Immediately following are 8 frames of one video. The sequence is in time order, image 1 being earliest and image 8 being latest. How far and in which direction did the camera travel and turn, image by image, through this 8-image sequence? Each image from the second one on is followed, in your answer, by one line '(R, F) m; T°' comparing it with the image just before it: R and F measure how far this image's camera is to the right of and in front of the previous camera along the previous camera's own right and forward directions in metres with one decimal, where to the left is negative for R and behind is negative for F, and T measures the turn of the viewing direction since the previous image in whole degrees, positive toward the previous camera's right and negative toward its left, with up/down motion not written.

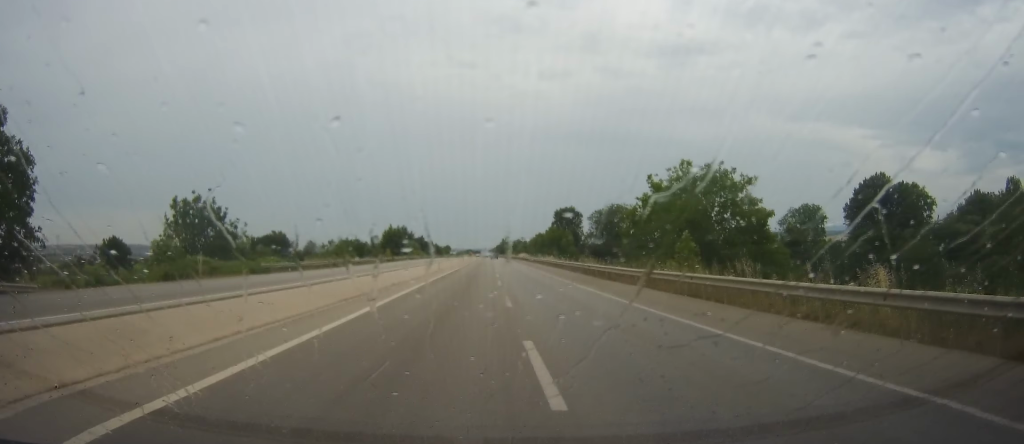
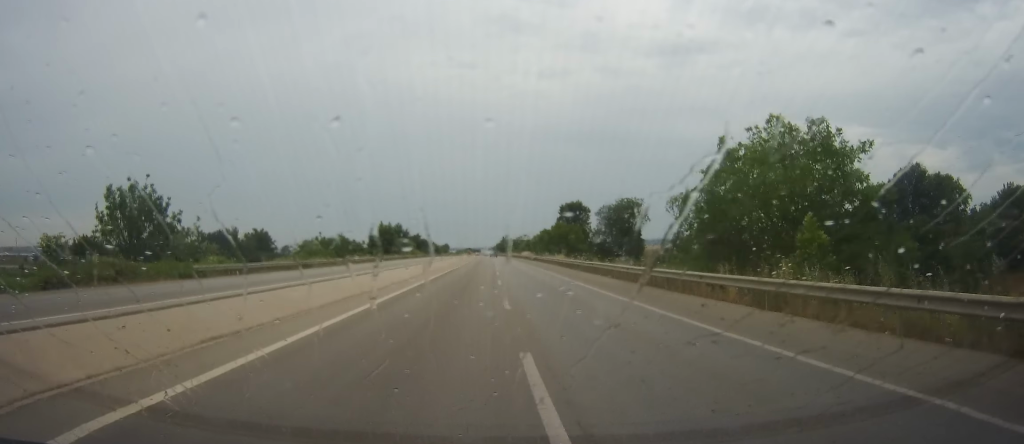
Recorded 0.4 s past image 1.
(0.0, +13.6) m; 0°
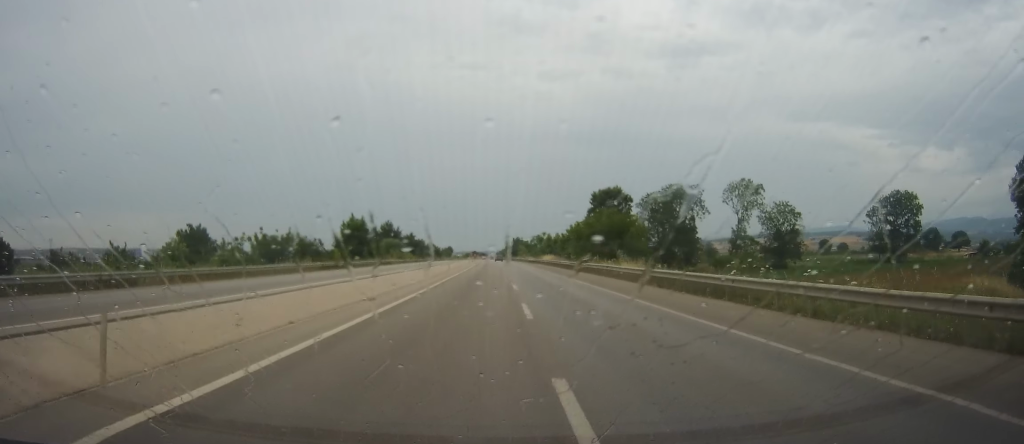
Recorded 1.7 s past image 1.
(-0.4, +36.7) m; -1°
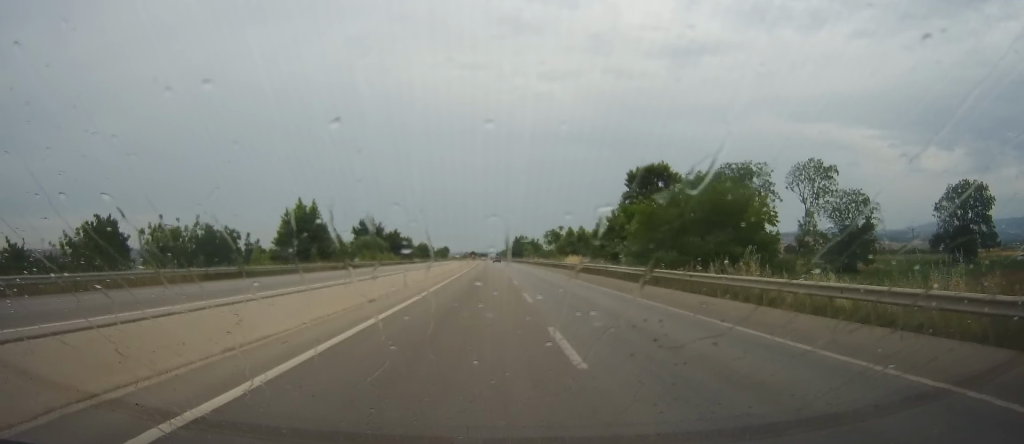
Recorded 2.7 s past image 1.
(+0.1, +30.2) m; +1°
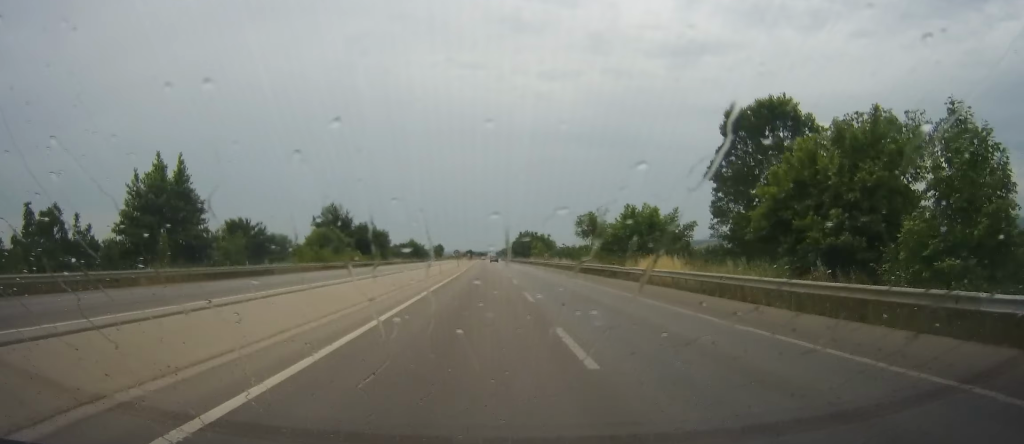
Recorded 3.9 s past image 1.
(+0.3, +36.2) m; 0°
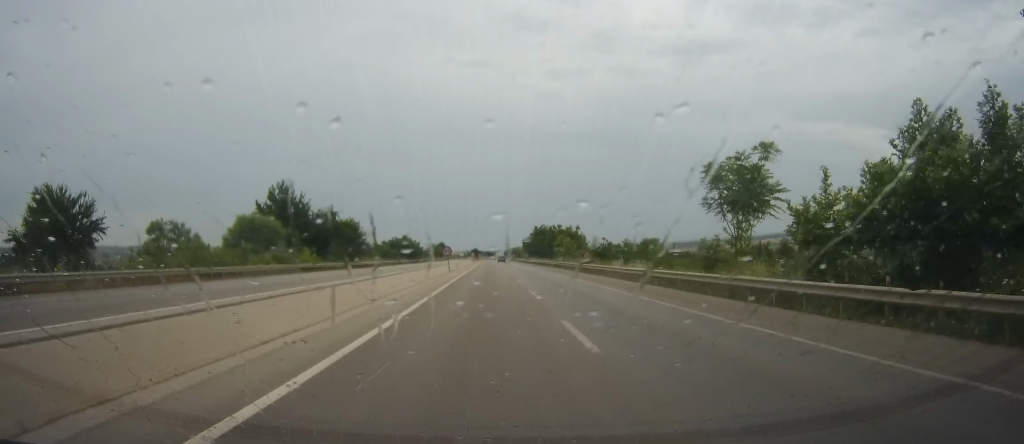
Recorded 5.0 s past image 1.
(0.0, +34.3) m; -1°
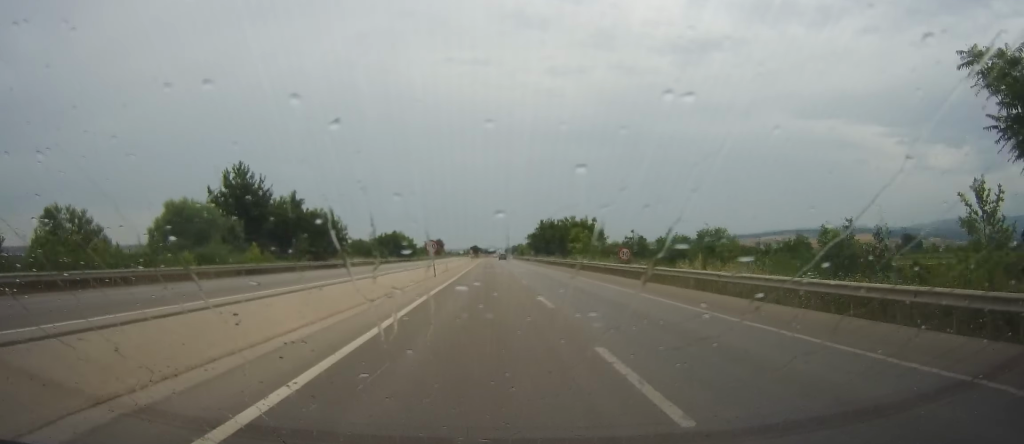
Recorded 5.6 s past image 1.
(-0.3, +16.7) m; -1°
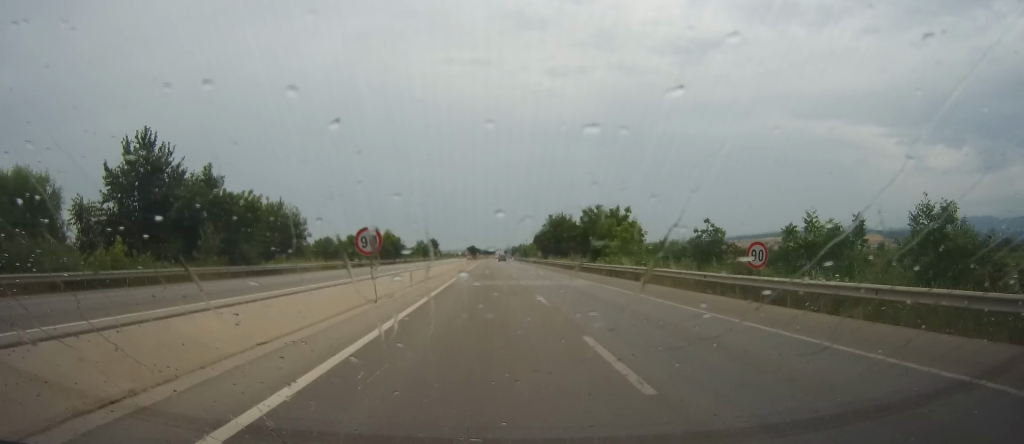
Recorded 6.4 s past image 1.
(-0.2, +22.7) m; 0°
